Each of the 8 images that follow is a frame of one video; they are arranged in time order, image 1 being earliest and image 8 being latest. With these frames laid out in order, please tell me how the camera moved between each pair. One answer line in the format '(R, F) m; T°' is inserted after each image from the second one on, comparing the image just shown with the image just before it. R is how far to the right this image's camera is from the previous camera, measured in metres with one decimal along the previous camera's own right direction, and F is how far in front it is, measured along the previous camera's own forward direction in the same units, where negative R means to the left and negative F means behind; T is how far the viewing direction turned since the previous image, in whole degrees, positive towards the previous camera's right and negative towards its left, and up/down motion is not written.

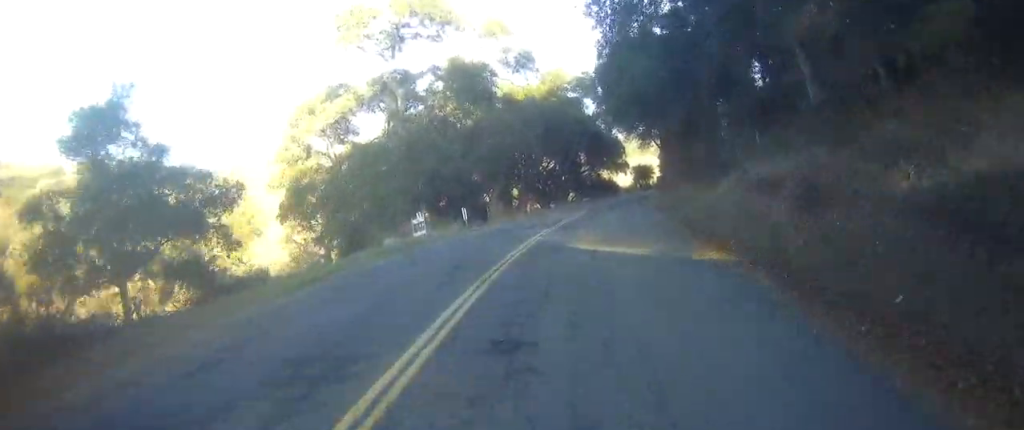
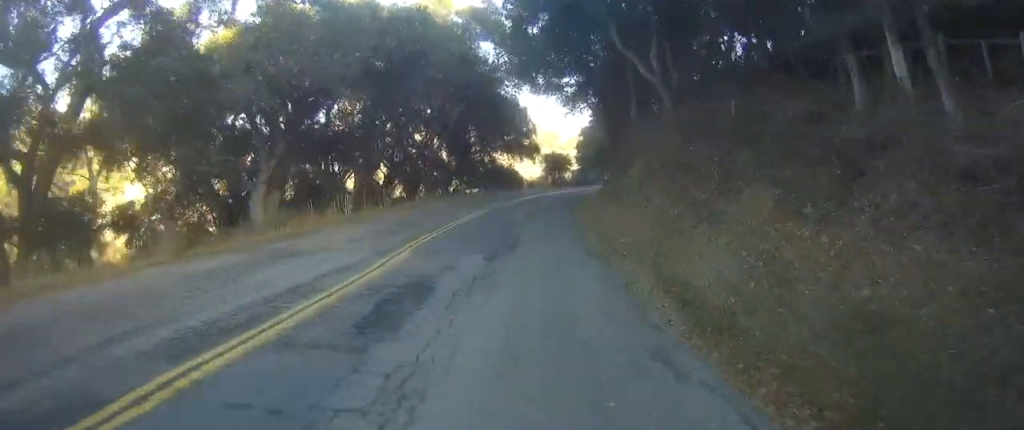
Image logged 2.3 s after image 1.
(+0.7, +28.2) m; +2°
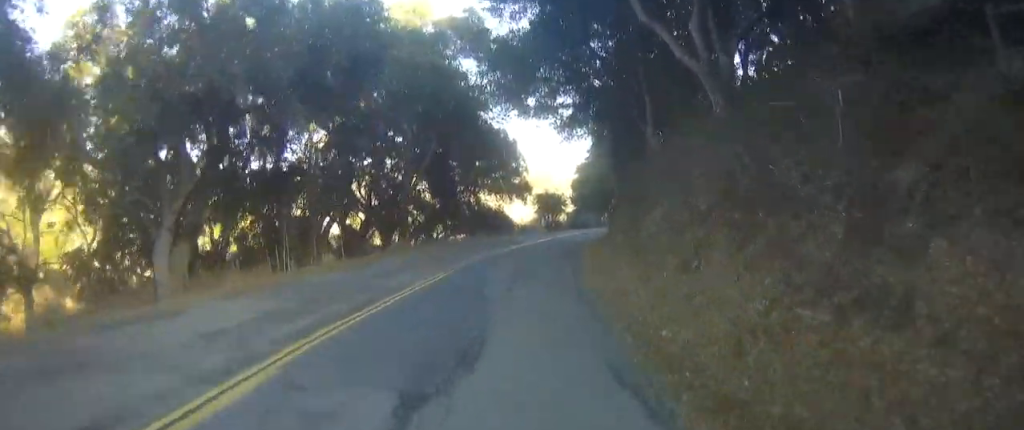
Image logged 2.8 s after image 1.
(-0.2, +6.8) m; +2°
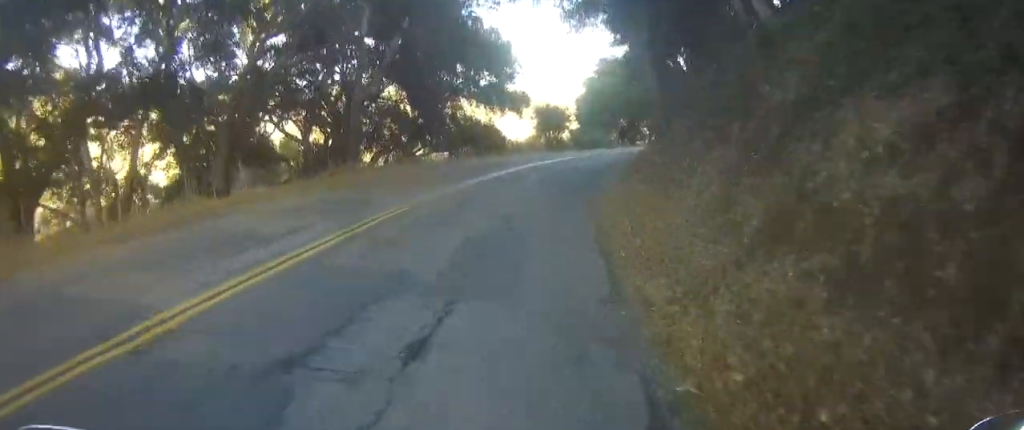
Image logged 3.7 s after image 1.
(+1.3, +11.5) m; +2°
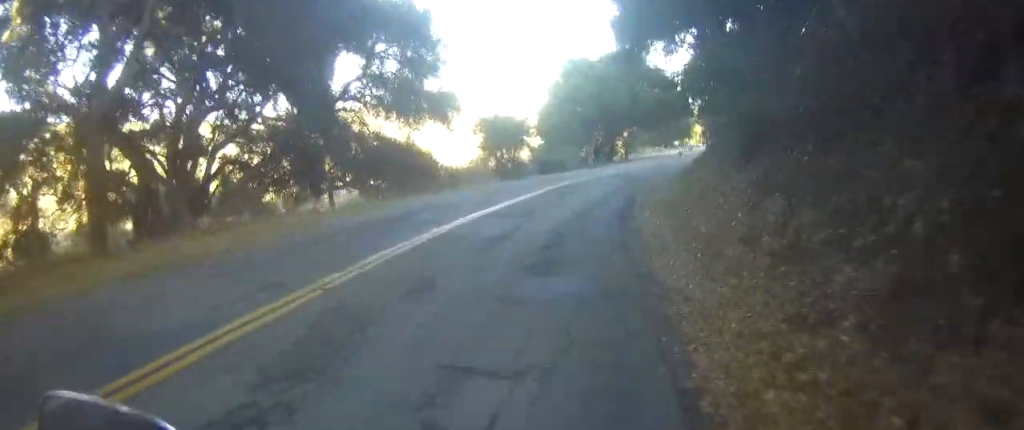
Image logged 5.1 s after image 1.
(-1.5, +18.8) m; -2°
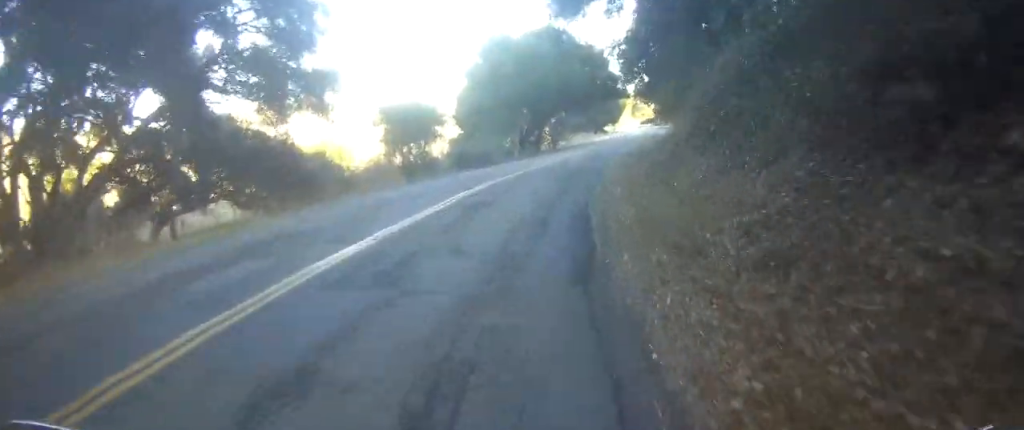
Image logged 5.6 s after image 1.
(-0.5, +7.3) m; +5°
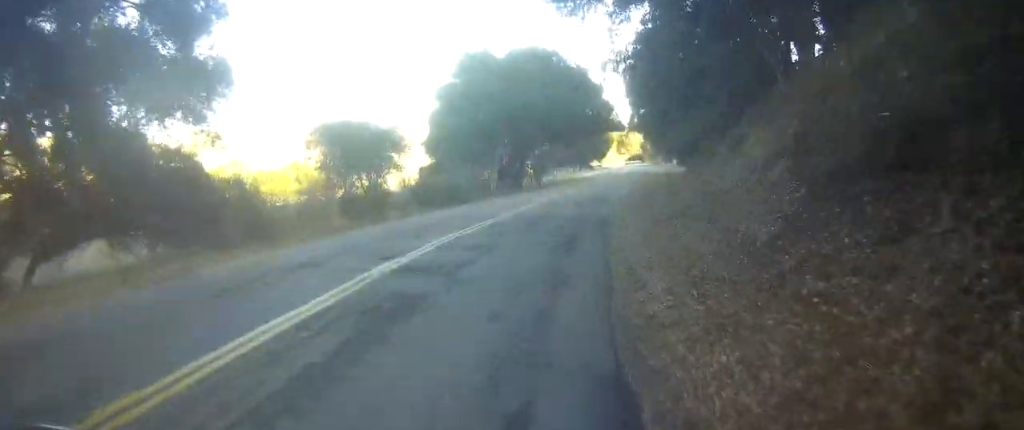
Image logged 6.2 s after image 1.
(+1.1, +7.5) m; +9°
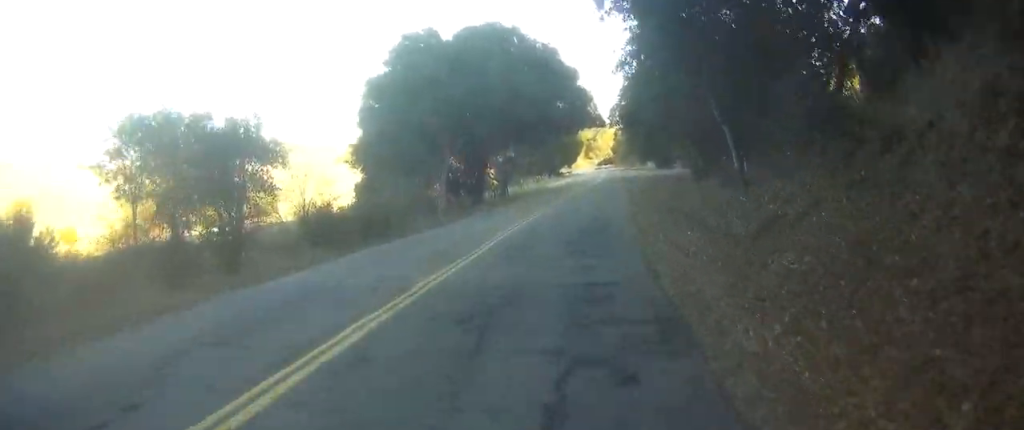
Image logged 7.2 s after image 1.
(+1.6, +11.8) m; +12°
